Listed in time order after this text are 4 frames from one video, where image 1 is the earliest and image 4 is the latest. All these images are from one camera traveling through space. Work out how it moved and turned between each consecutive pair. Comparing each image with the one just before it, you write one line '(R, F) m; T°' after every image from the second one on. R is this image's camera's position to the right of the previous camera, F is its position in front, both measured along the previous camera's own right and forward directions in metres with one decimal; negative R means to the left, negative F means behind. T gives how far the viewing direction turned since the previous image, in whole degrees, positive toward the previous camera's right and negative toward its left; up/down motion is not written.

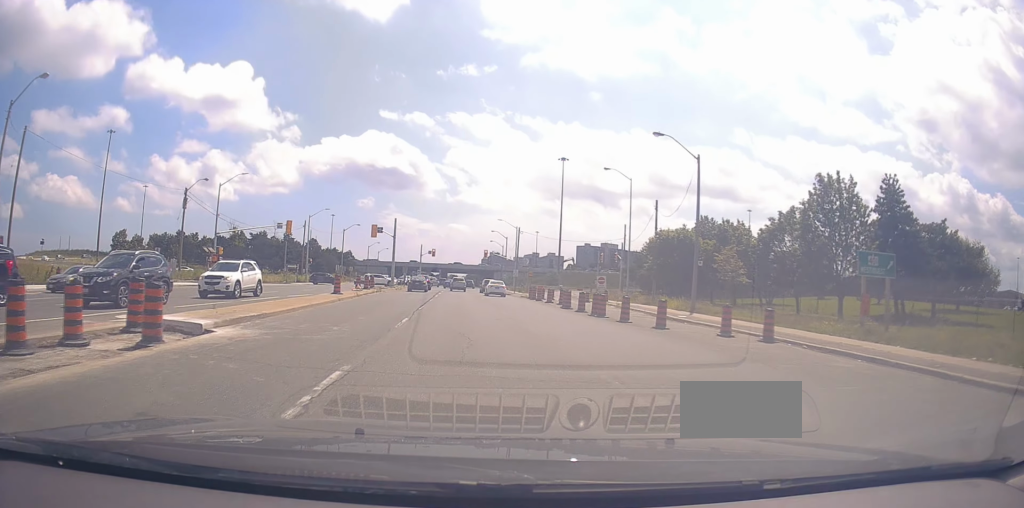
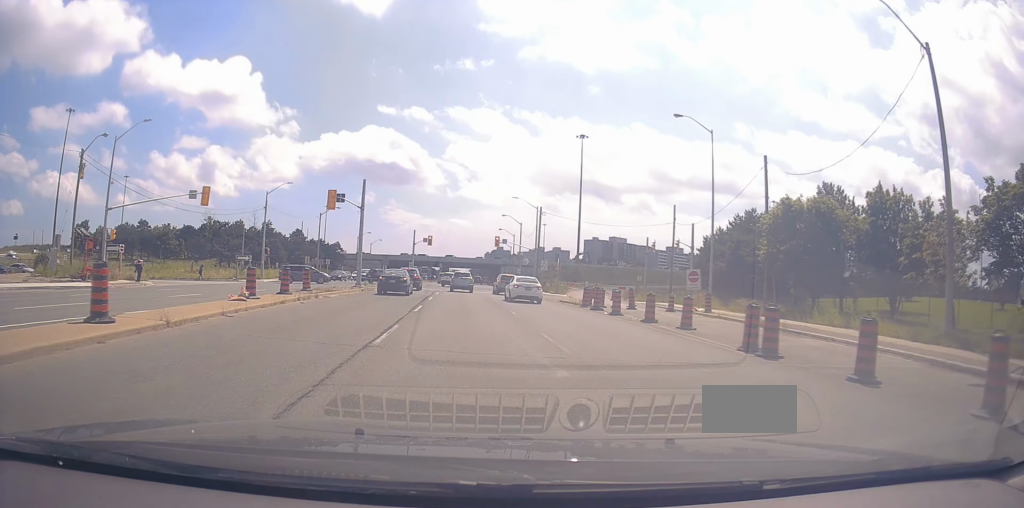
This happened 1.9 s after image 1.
(-1.1, +22.4) m; -4°
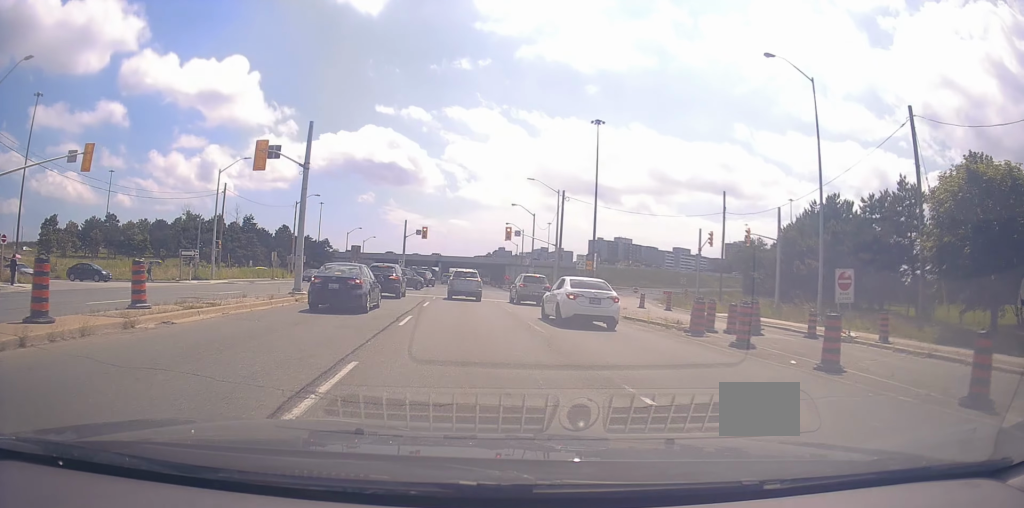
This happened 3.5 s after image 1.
(+0.8, +16.0) m; +5°
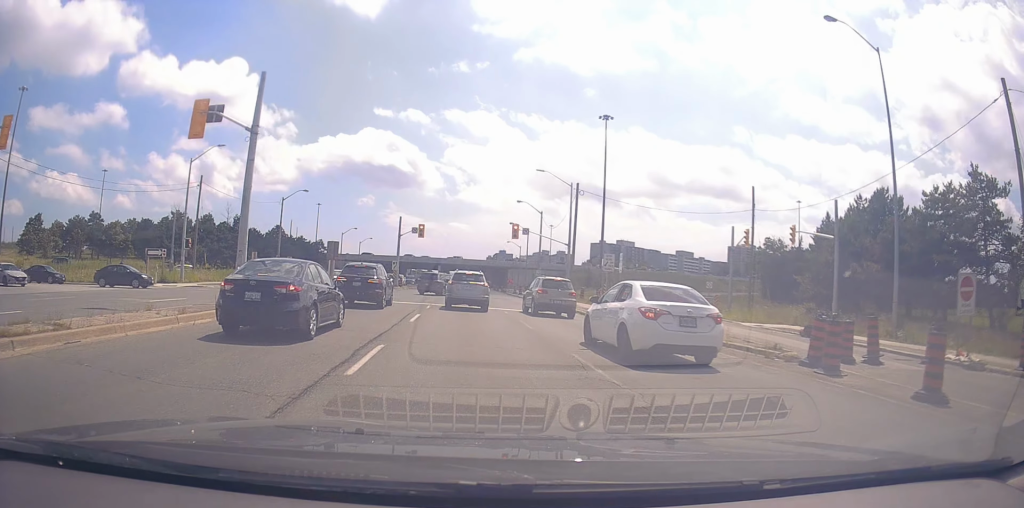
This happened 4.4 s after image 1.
(0.0, +7.4) m; -1°
